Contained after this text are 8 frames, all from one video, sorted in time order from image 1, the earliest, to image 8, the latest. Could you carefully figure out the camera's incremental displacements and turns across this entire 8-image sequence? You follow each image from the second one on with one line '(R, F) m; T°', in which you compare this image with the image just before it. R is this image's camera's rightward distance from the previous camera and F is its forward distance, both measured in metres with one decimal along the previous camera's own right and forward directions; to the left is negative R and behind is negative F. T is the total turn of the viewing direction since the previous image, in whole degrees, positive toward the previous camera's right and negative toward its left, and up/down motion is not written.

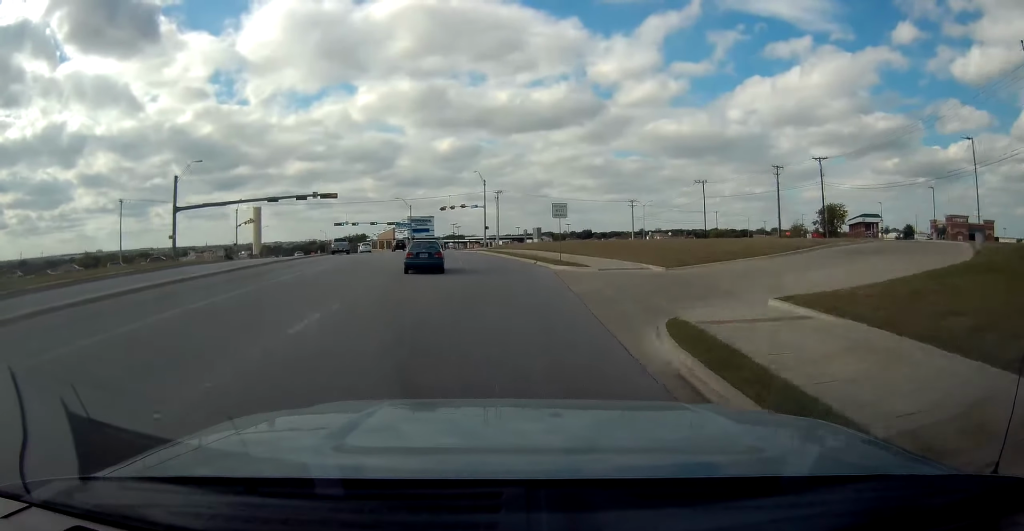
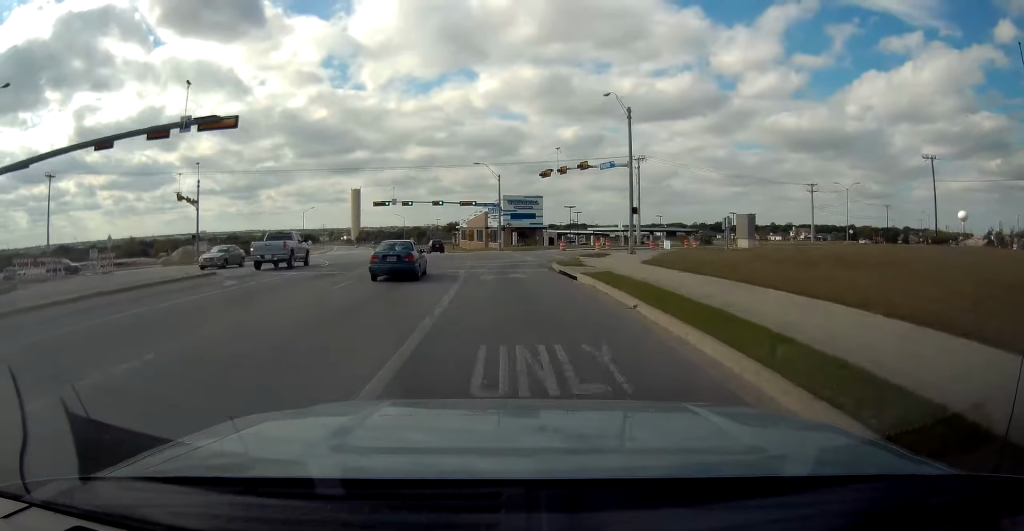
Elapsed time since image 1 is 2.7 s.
(-1.6, +43.8) m; -8°
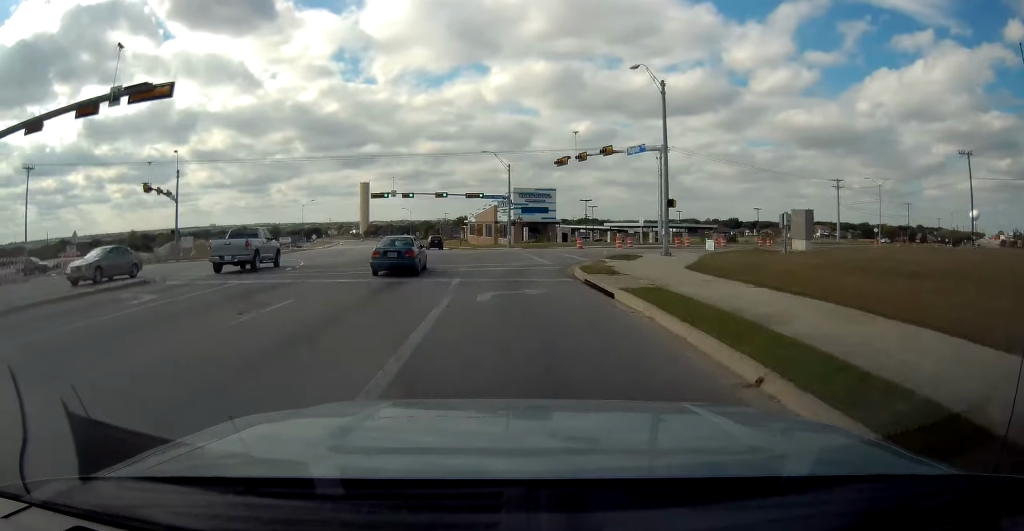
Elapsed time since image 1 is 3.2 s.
(-0.2, +6.7) m; -2°
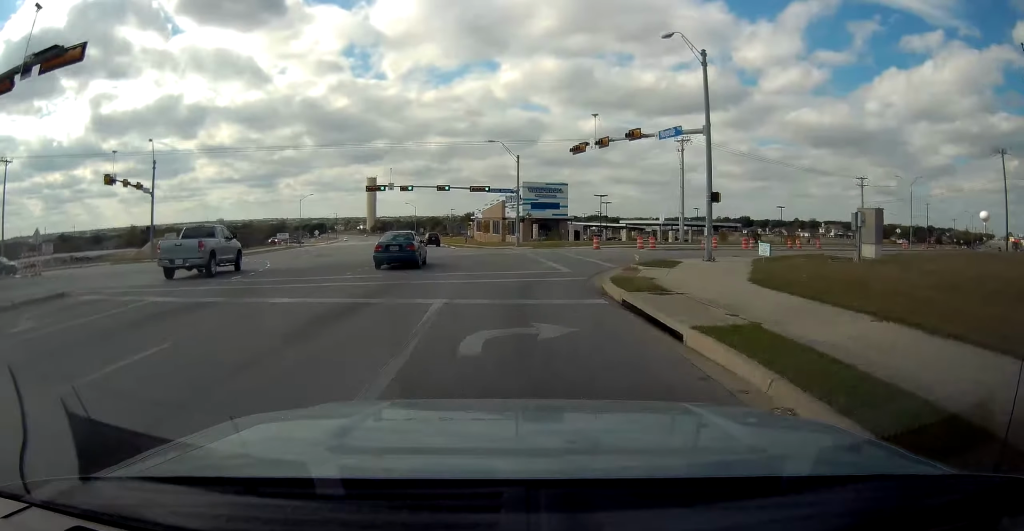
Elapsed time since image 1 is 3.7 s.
(-0.1, +6.3) m; -1°
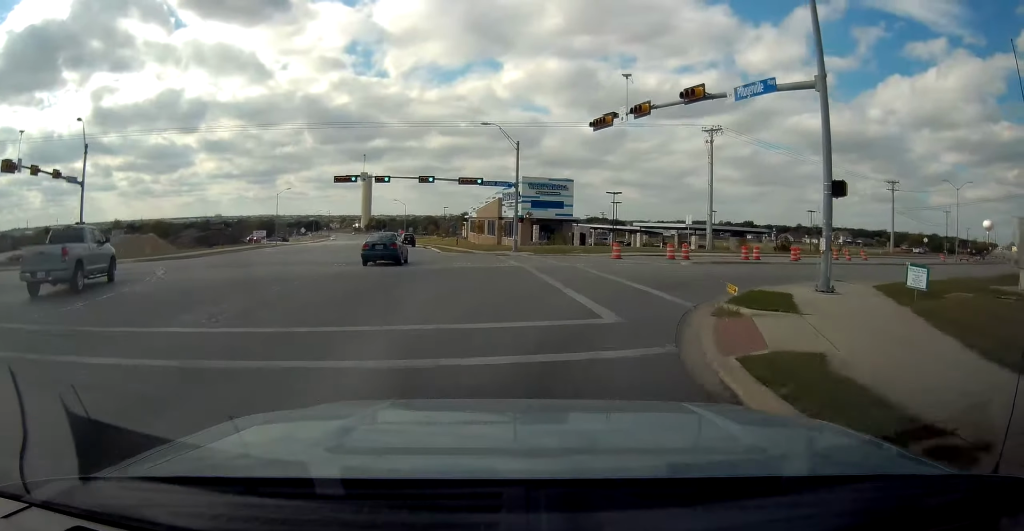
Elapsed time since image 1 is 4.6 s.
(-0.2, +11.0) m; +1°
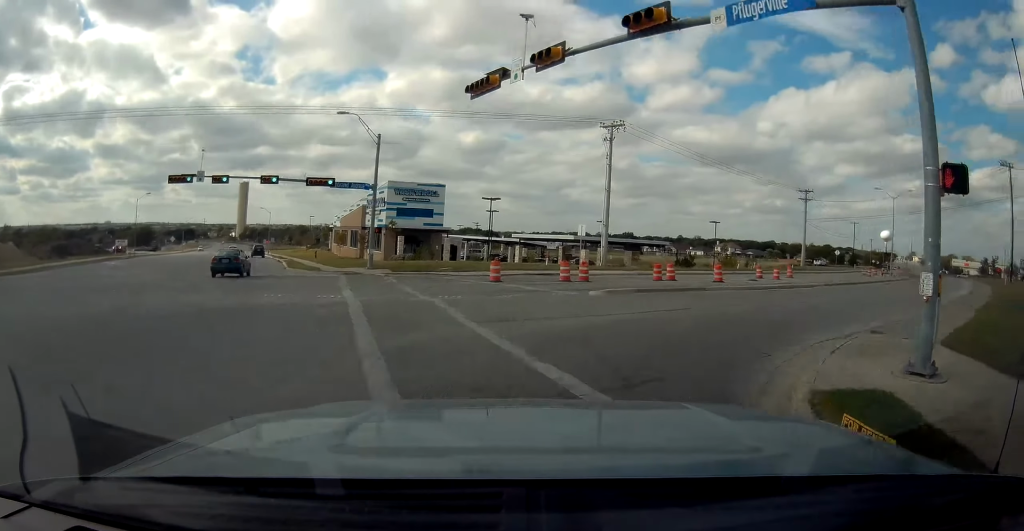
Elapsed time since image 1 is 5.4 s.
(0.0, +8.7) m; +7°
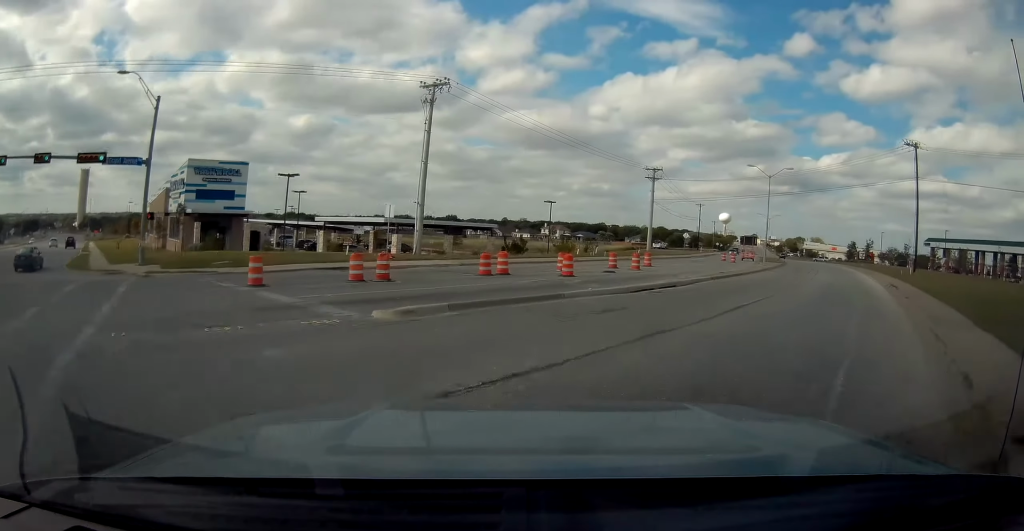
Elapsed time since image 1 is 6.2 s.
(+1.0, +8.2) m; +16°
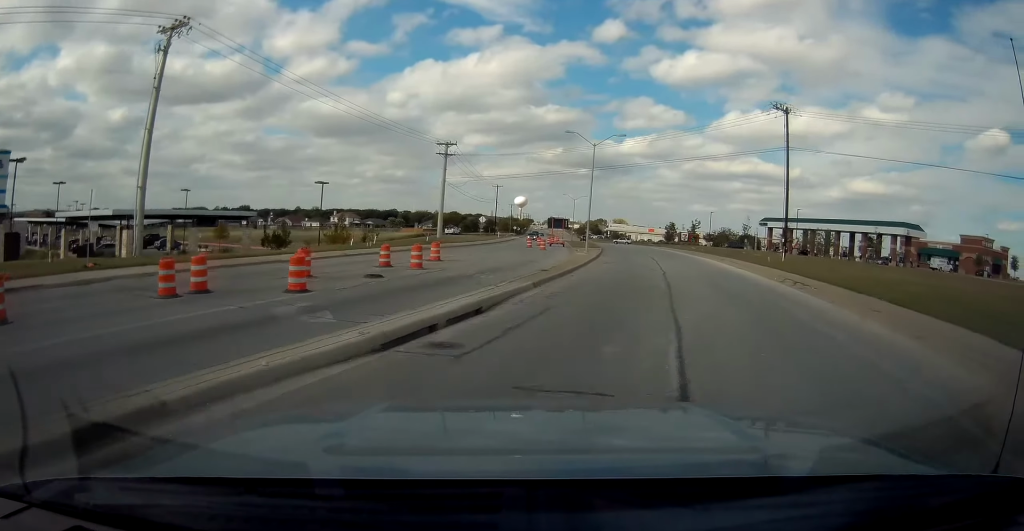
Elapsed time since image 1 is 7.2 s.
(+2.2, +10.2) m; +20°
